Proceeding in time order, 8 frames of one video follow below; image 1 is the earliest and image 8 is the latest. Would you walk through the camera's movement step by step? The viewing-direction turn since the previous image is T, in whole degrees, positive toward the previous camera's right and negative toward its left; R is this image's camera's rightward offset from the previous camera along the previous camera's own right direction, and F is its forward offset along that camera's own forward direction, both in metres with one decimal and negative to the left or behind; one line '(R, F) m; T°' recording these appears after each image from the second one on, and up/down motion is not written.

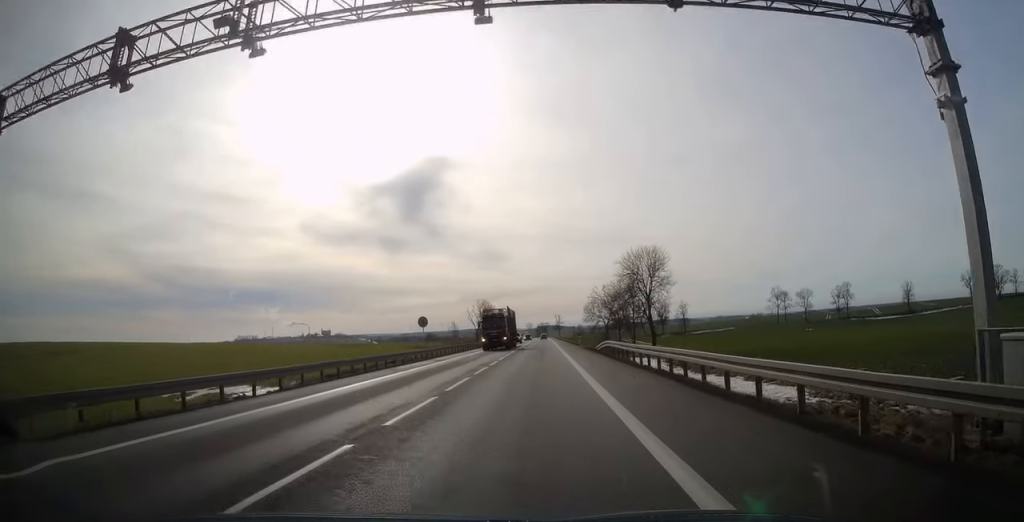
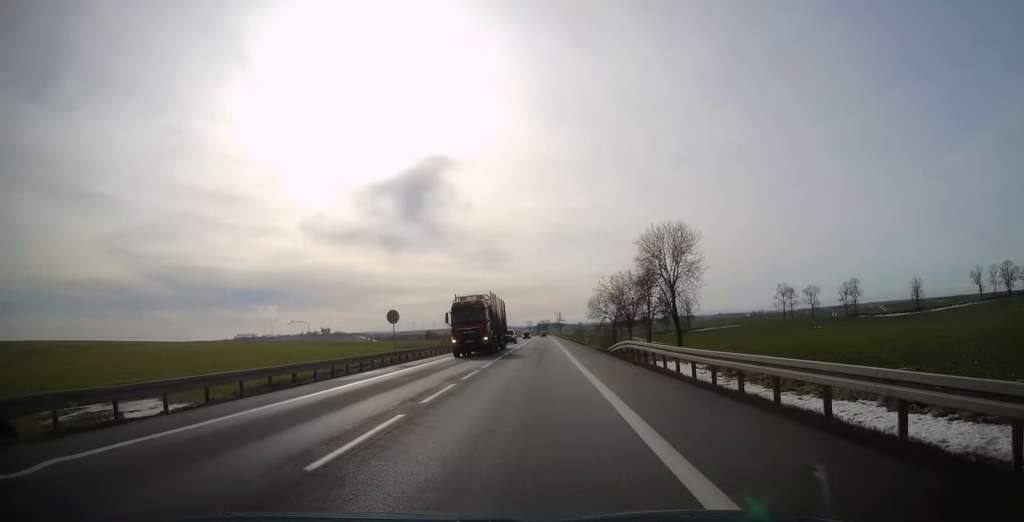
(0.0, +8.9) m; 0°
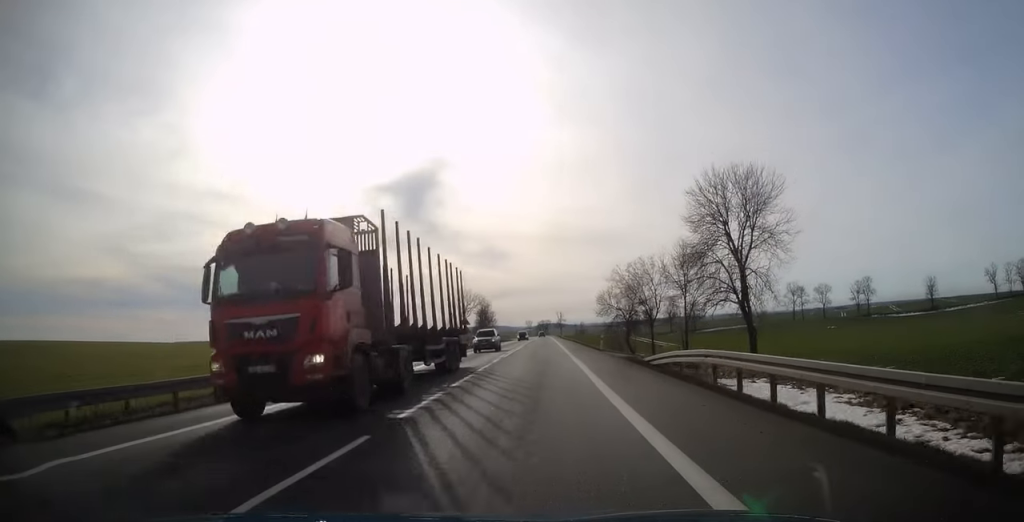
(-0.1, +13.5) m; 0°
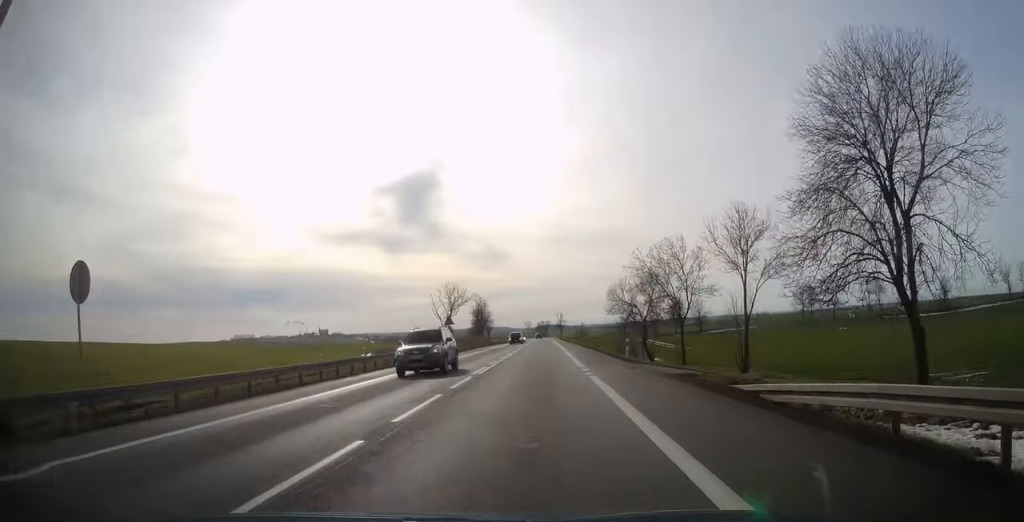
(0.0, +12.0) m; 0°
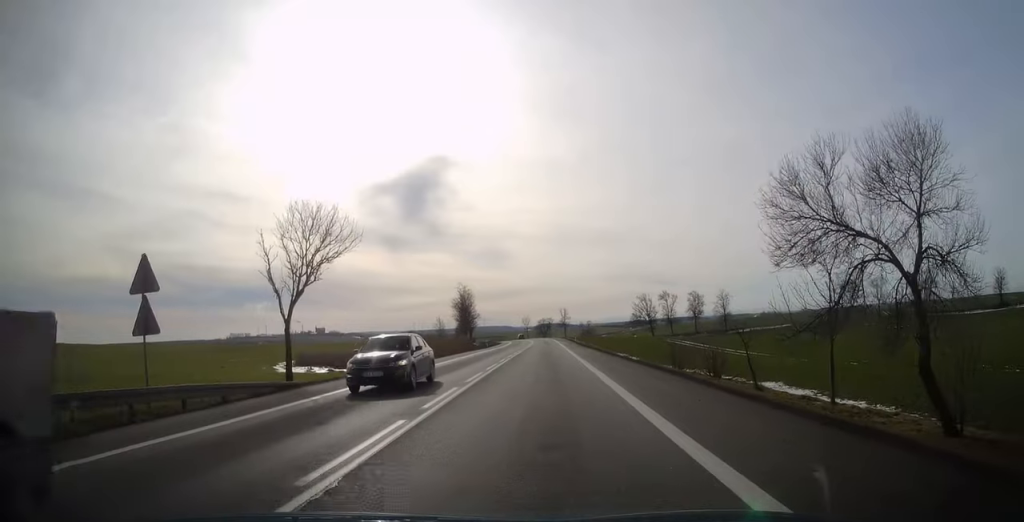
(-0.1, +43.8) m; 0°
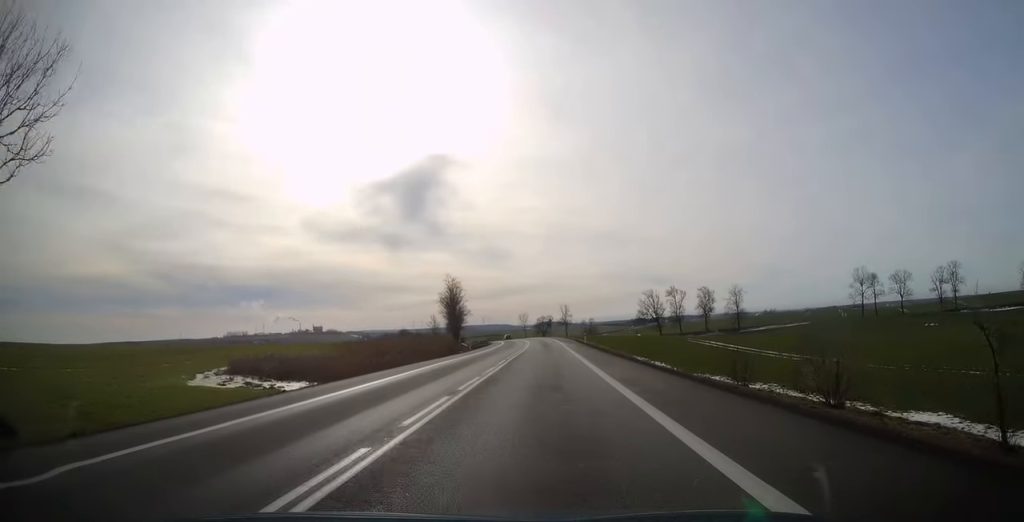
(0.0, +19.5) m; 0°
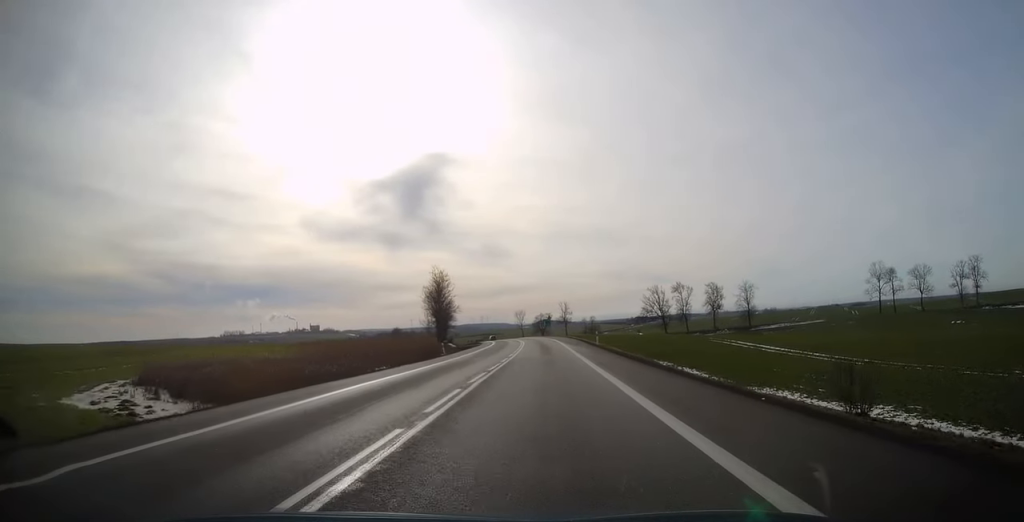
(0.0, +15.9) m; 0°
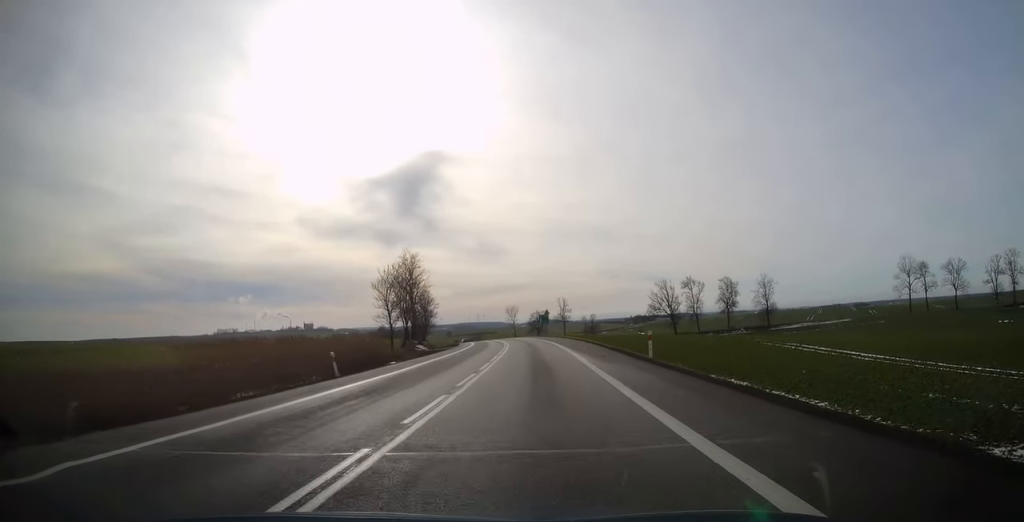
(-0.1, +24.9) m; 0°
